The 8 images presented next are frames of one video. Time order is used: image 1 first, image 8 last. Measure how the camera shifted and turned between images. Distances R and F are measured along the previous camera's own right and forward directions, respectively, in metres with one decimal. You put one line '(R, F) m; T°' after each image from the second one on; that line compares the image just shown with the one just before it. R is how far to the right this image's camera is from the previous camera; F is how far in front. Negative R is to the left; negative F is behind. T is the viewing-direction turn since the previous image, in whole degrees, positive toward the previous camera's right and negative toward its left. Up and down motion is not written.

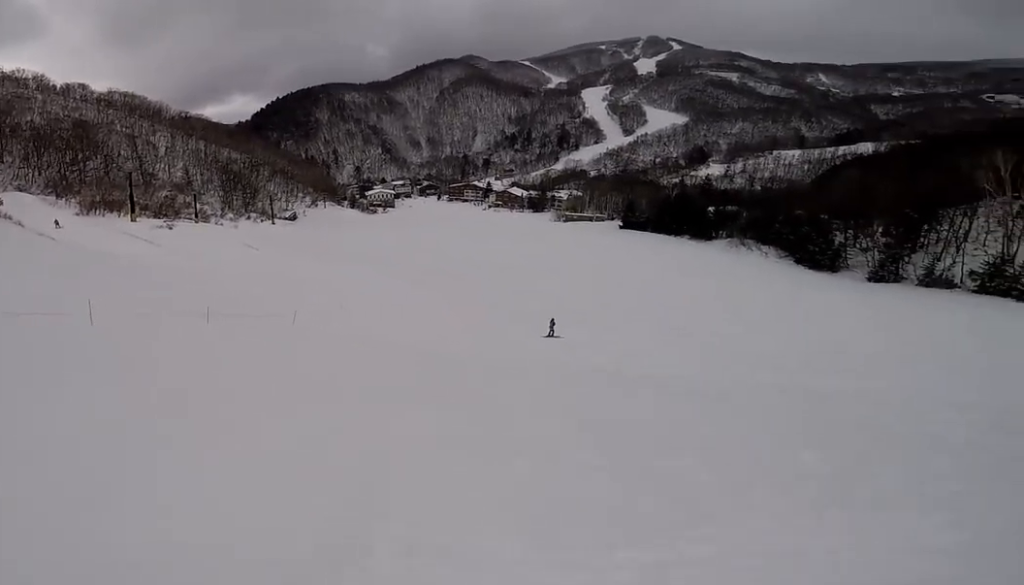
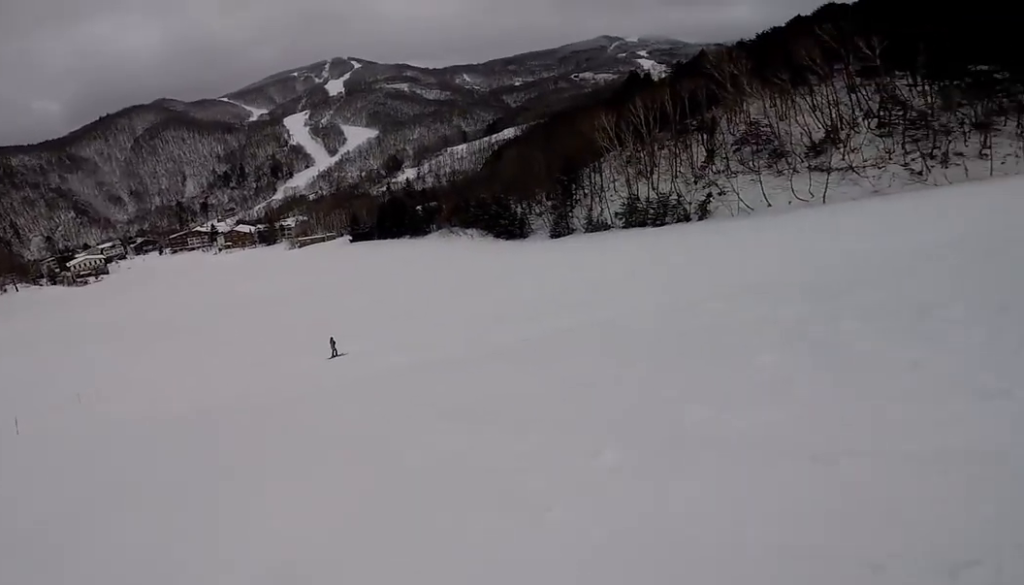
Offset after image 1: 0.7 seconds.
(+0.6, +3.2) m; +25°
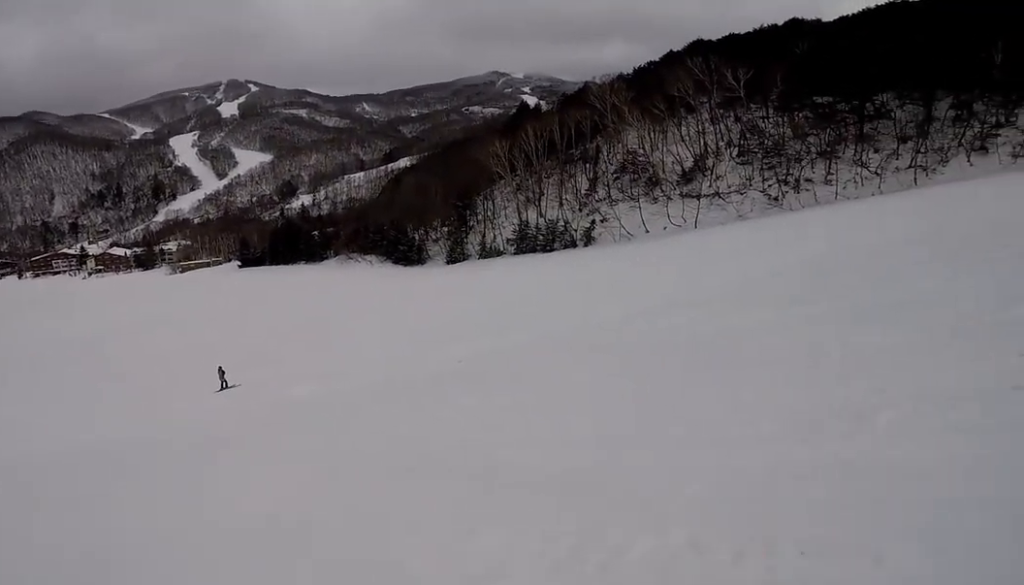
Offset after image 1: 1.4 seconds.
(+1.1, +3.5) m; +15°
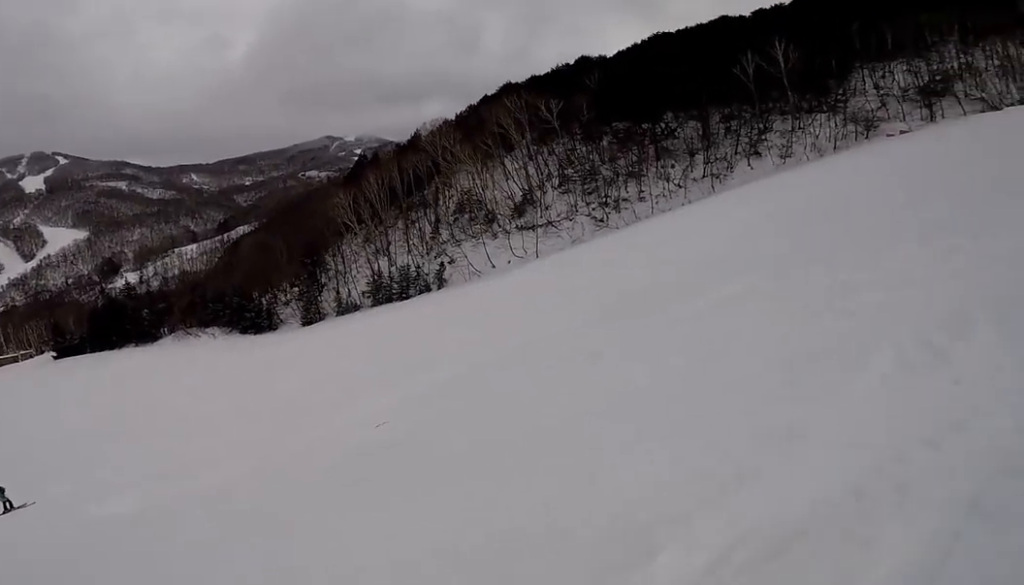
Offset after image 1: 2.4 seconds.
(+0.3, +6.1) m; +7°
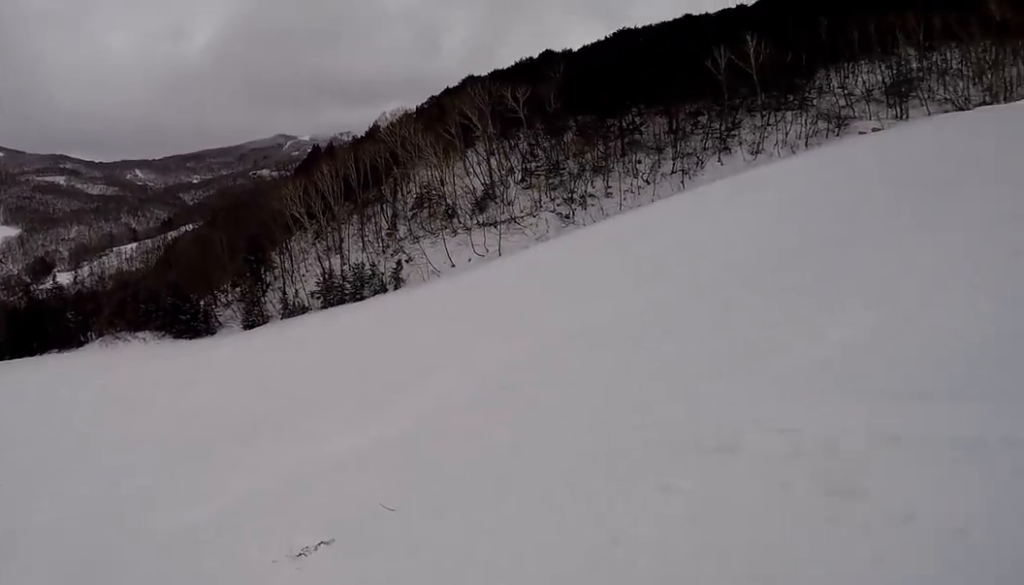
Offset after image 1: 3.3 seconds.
(+0.4, +5.7) m; +1°
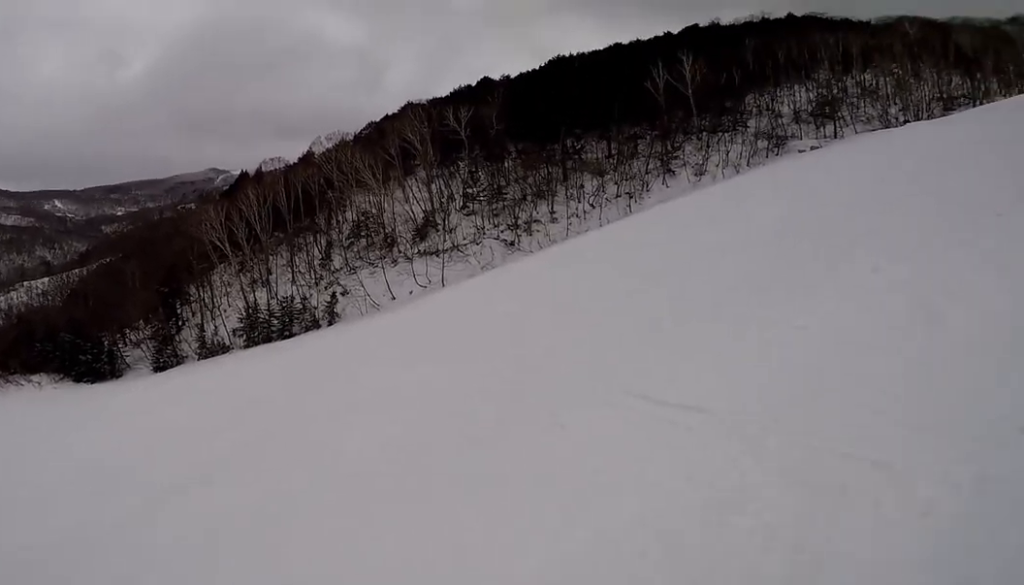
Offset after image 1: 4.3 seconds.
(-0.3, +6.2) m; +7°
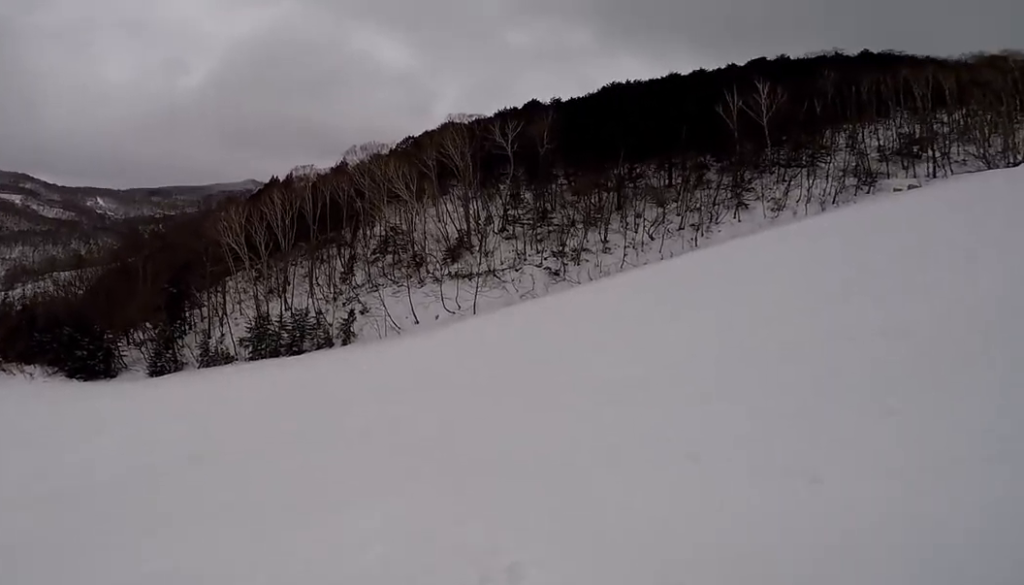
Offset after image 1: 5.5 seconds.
(+1.3, +6.5) m; +14°
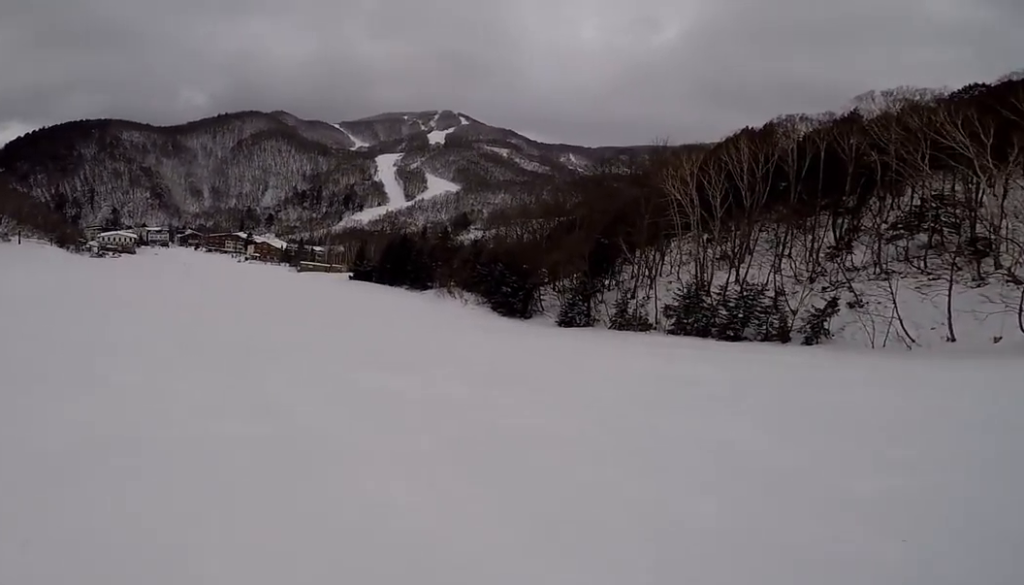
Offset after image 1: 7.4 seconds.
(-3.8, +7.6) m; -72°
